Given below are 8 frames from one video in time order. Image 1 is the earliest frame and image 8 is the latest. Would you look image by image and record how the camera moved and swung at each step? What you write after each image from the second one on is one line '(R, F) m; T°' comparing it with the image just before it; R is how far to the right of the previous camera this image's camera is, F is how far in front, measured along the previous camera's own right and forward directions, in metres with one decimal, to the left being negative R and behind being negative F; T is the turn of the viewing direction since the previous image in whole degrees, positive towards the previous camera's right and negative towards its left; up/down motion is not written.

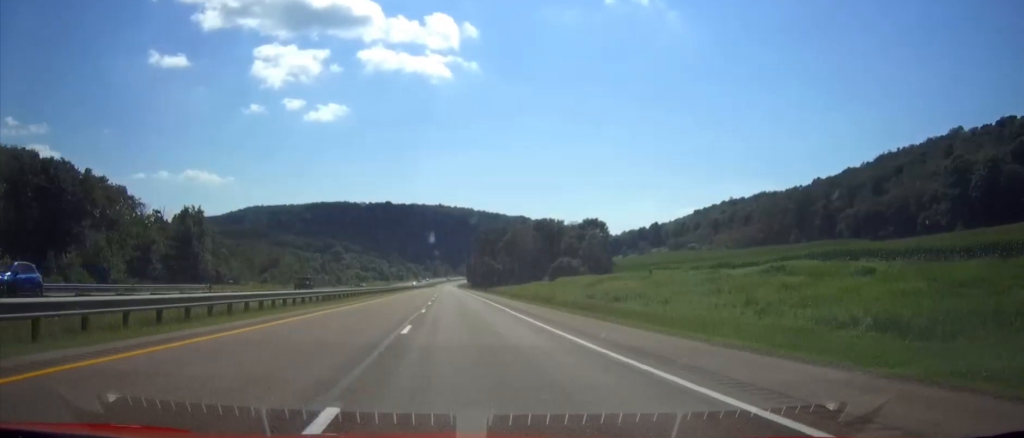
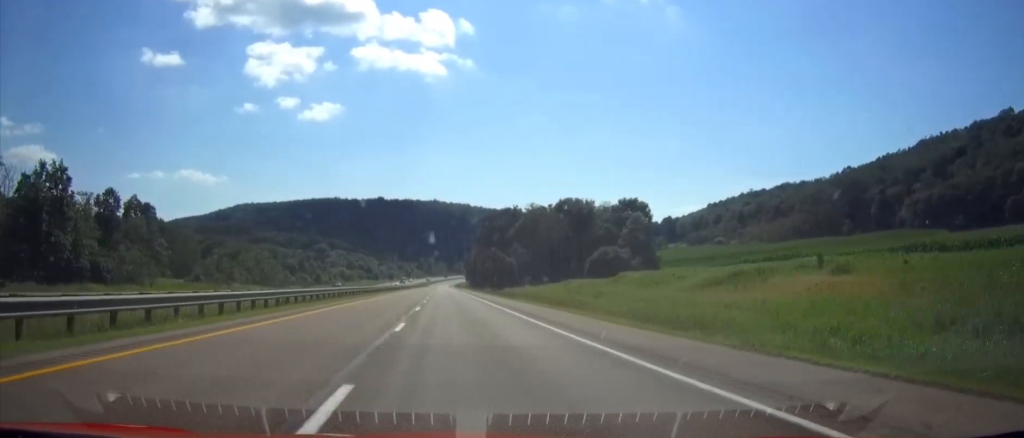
(0.0, +48.0) m; 0°
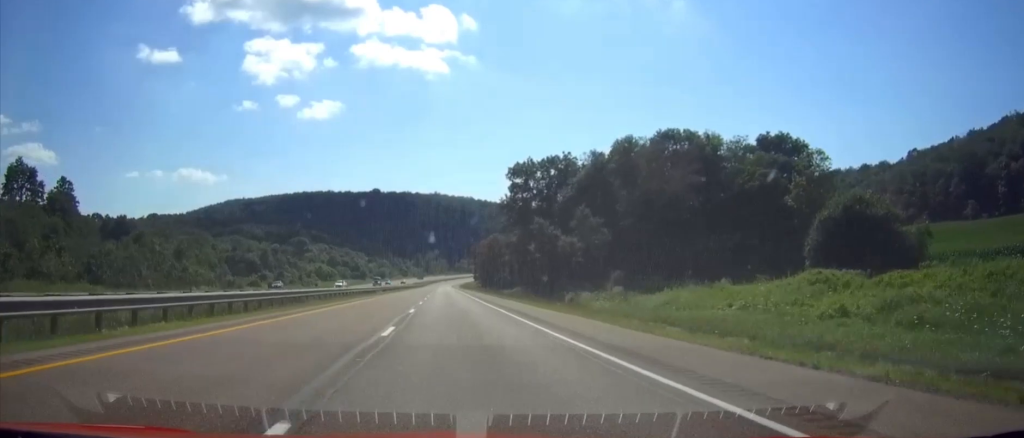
(+0.5, +74.8) m; +1°
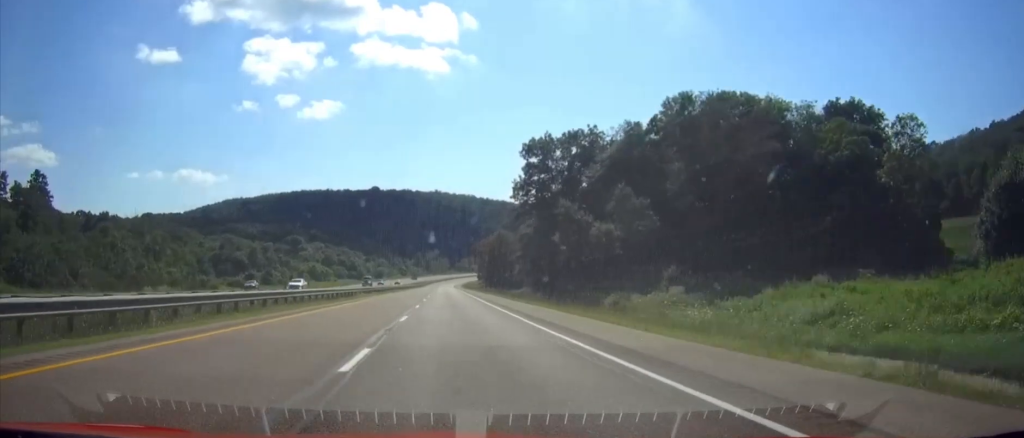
(0.0, +18.3) m; 0°
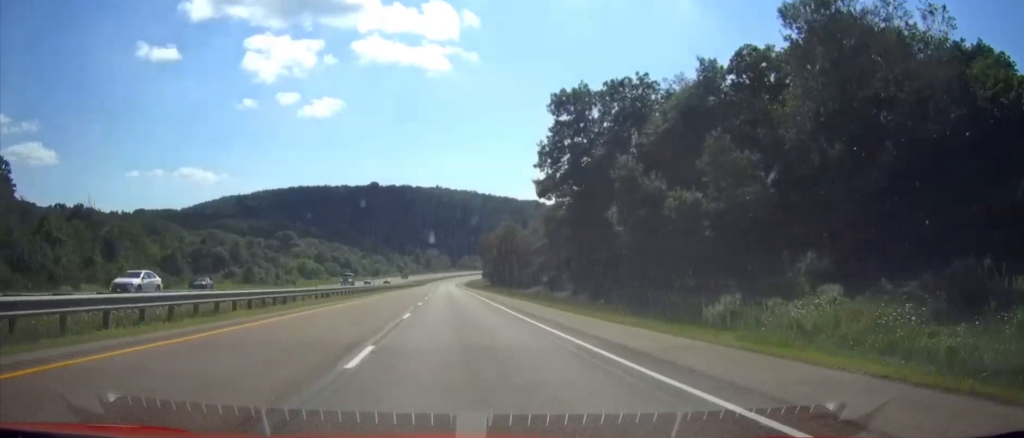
(0.0, +23.2) m; 0°
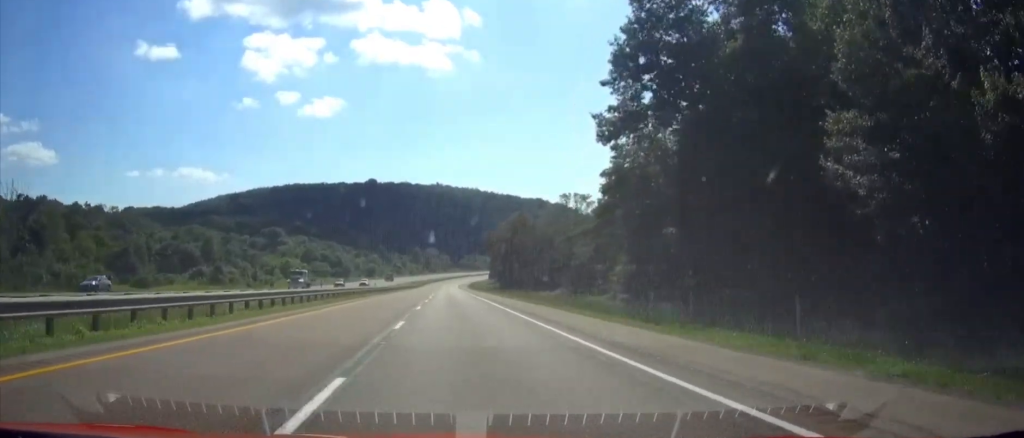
(0.0, +29.2) m; 0°
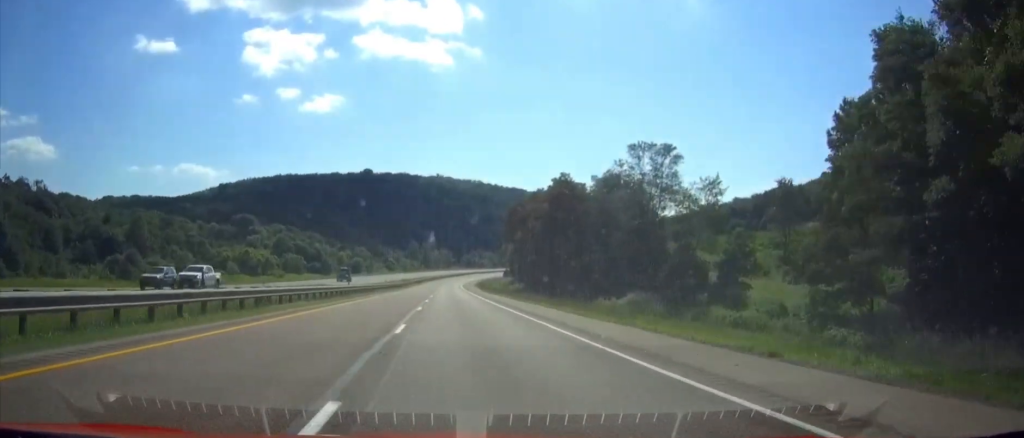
(0.0, +50.9) m; 0°
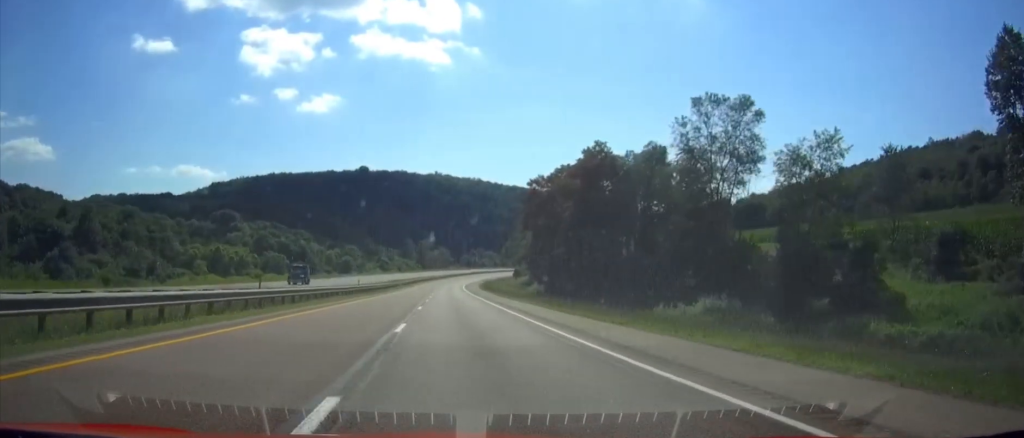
(0.0, +24.1) m; 0°
